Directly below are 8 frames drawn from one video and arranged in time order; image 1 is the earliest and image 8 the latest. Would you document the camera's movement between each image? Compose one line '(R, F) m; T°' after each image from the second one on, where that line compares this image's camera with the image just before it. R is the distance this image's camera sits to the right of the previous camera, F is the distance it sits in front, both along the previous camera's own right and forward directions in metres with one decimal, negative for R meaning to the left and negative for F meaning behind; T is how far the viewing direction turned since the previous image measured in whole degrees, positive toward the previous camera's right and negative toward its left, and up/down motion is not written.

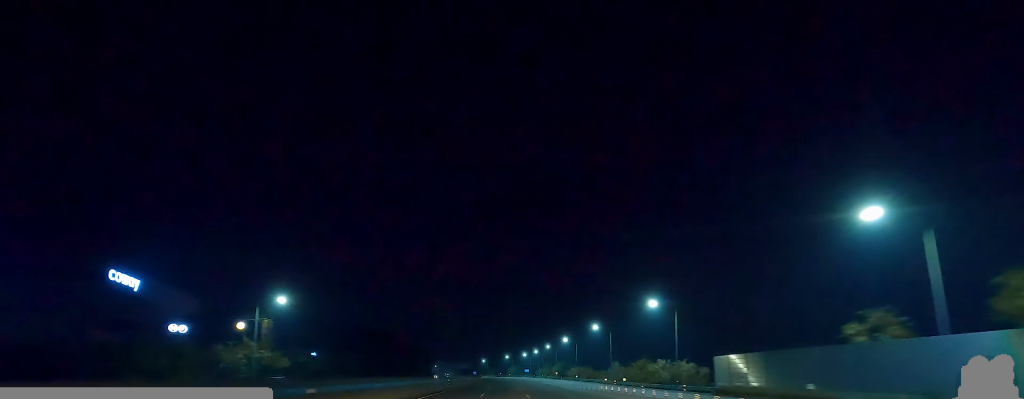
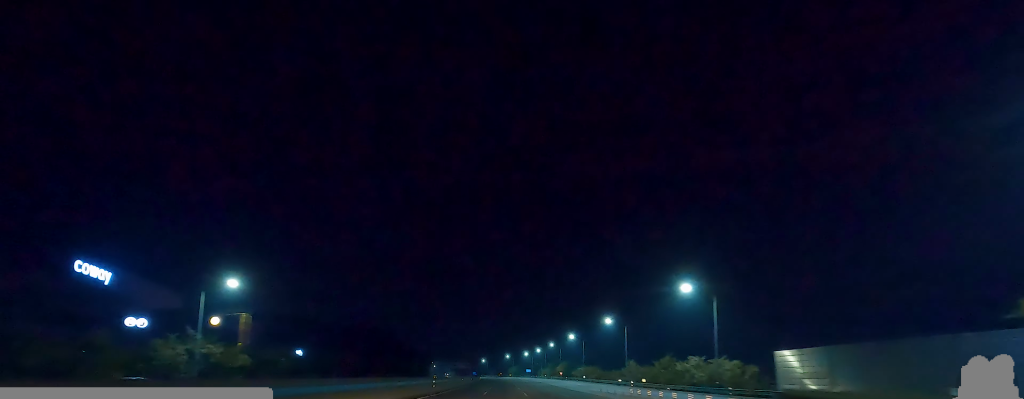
(-0.5, +14.3) m; -1°
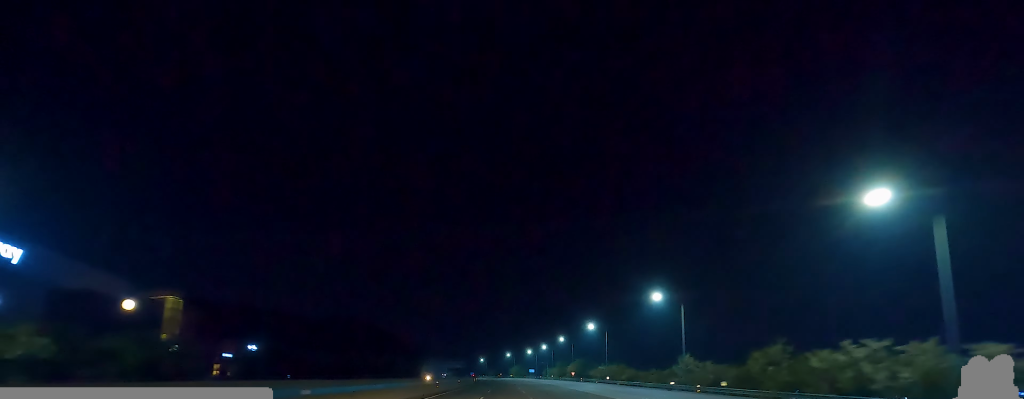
(+0.5, +33.3) m; 0°
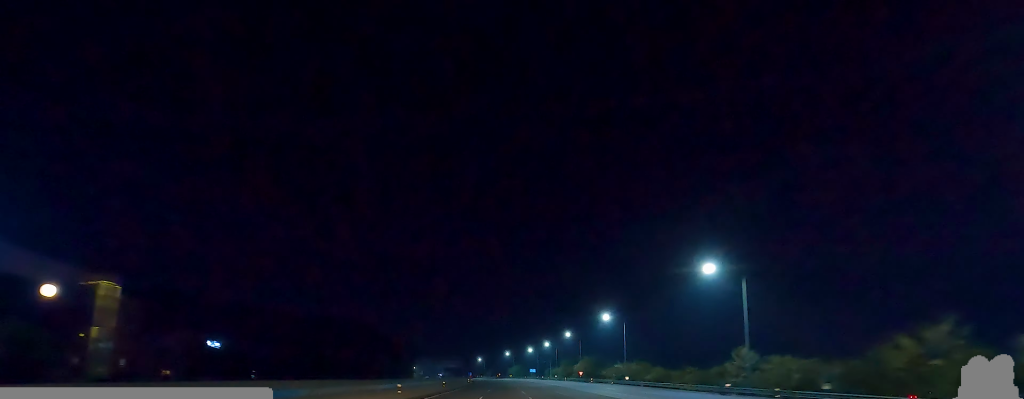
(-0.4, +18.8) m; 0°
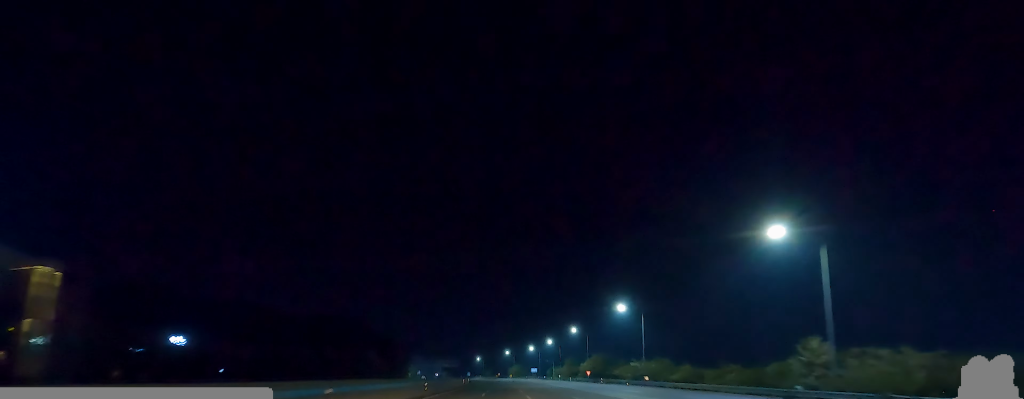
(+0.2, +13.6) m; 0°
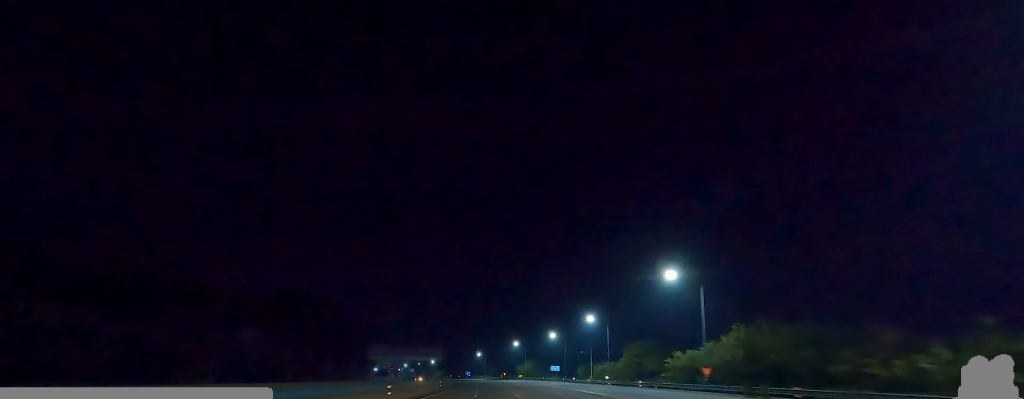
(+0.3, +73.3) m; 0°
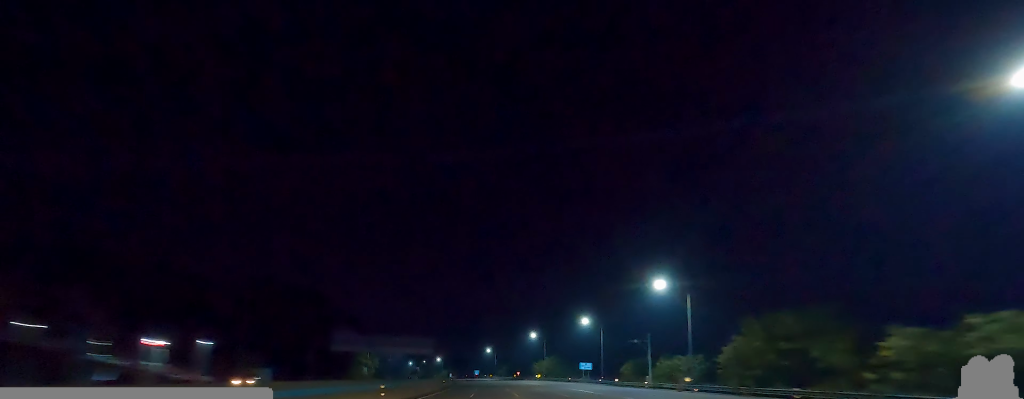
(-1.4, +38.7) m; -3°
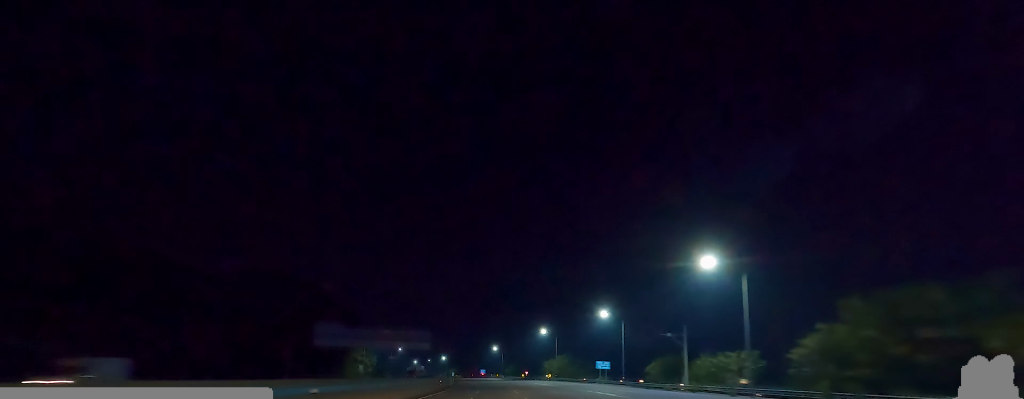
(-0.1, +12.6) m; -1°
